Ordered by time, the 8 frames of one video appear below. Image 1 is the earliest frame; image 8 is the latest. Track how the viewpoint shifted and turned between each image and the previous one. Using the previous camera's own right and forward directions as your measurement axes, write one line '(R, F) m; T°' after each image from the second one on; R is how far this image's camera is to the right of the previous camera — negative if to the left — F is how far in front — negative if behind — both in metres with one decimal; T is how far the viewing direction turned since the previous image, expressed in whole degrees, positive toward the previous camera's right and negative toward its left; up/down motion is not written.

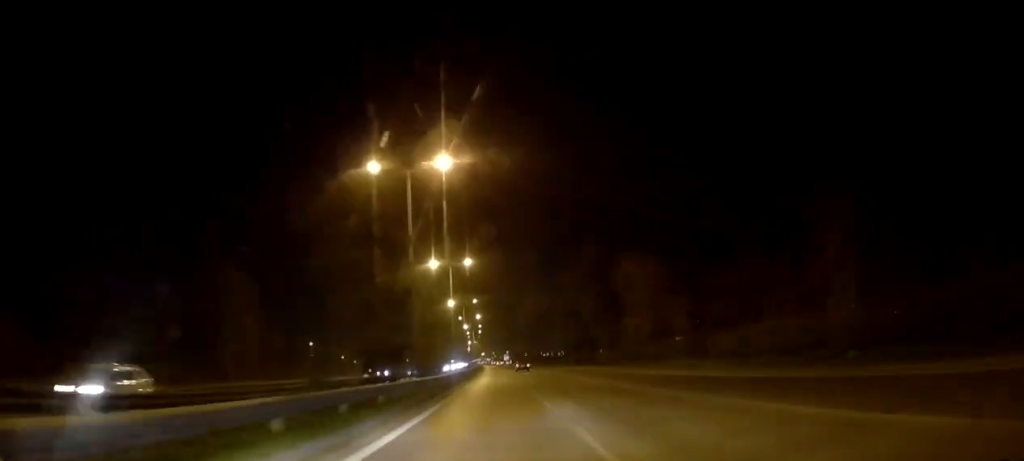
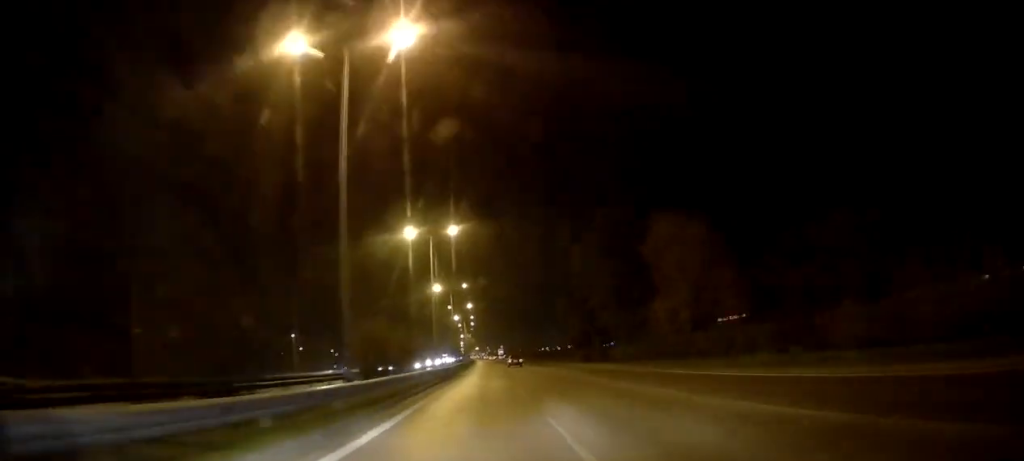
(0.0, +13.9) m; 0°
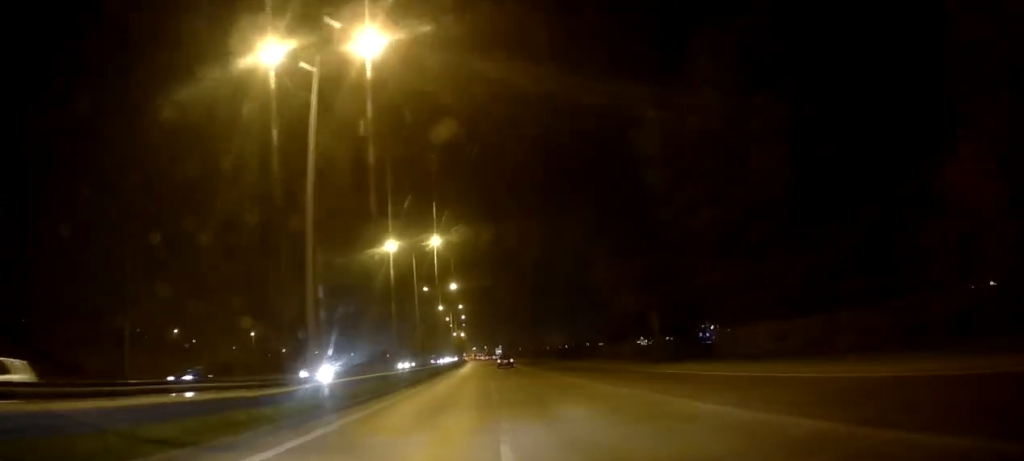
(-0.1, +34.2) m; 0°
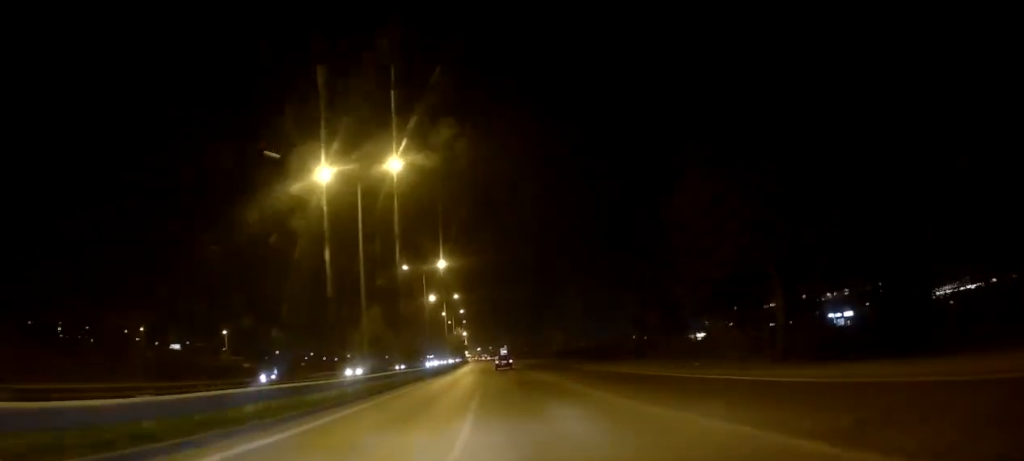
(0.0, +22.9) m; 0°
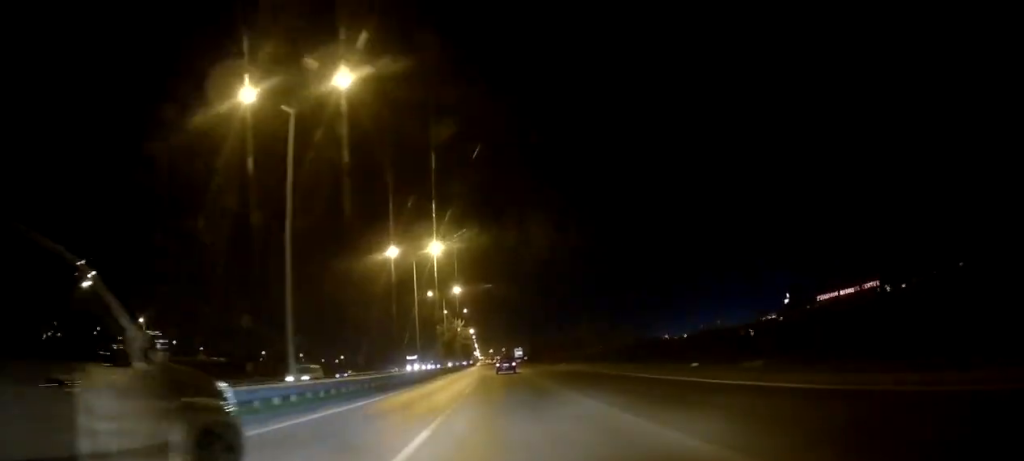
(-0.2, +47.9) m; -2°
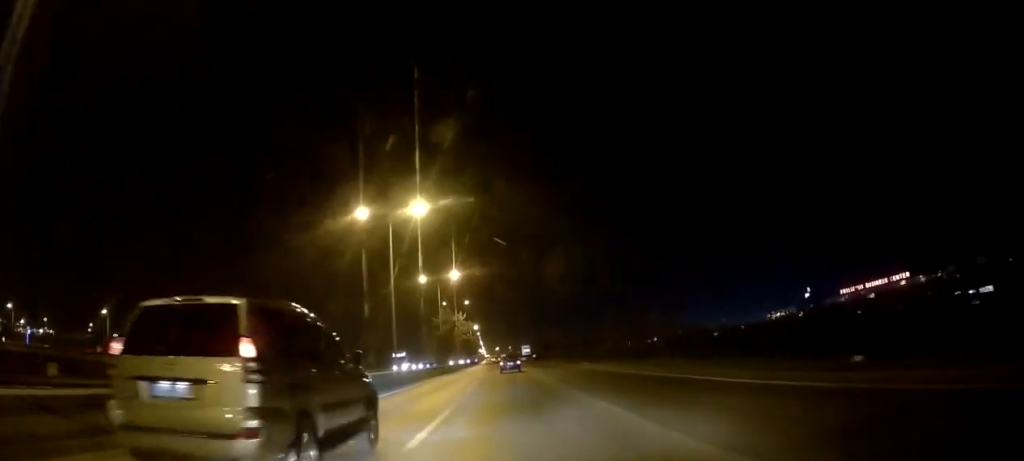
(-0.1, +14.9) m; 0°
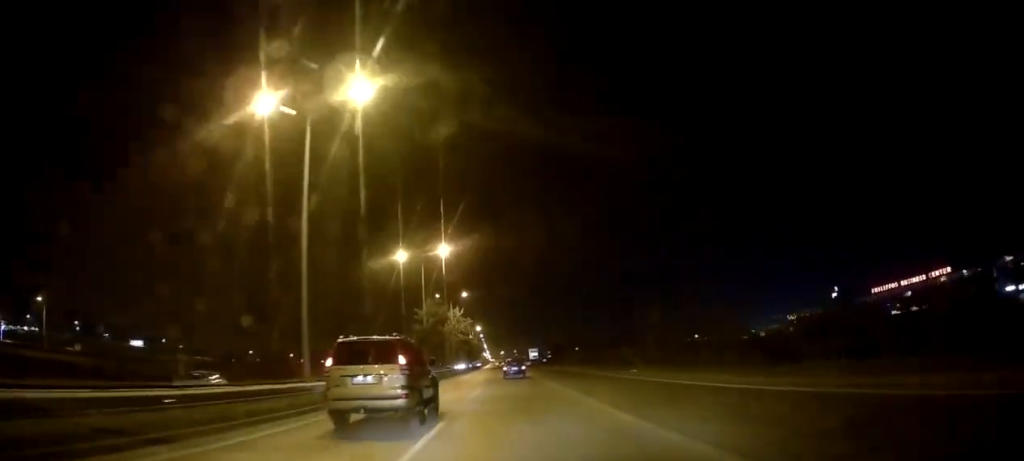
(0.0, +19.9) m; 0°
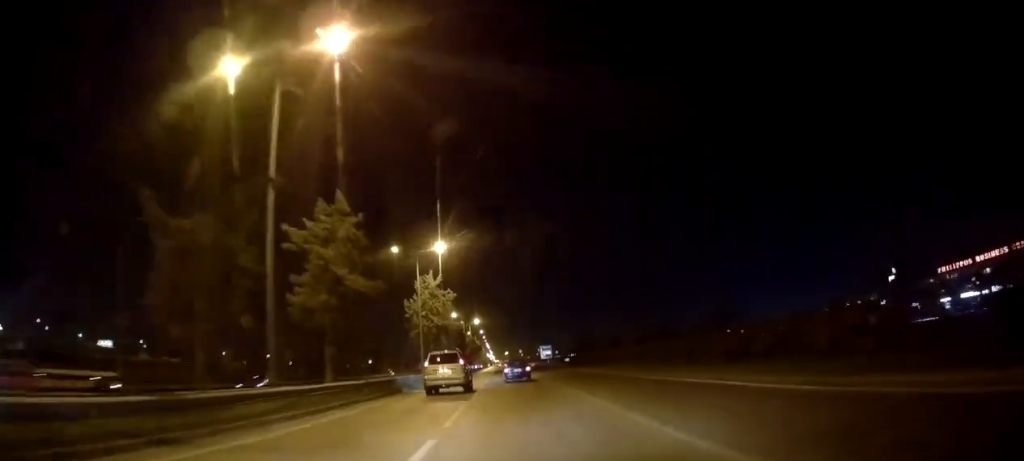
(-0.3, +38.4) m; -1°
